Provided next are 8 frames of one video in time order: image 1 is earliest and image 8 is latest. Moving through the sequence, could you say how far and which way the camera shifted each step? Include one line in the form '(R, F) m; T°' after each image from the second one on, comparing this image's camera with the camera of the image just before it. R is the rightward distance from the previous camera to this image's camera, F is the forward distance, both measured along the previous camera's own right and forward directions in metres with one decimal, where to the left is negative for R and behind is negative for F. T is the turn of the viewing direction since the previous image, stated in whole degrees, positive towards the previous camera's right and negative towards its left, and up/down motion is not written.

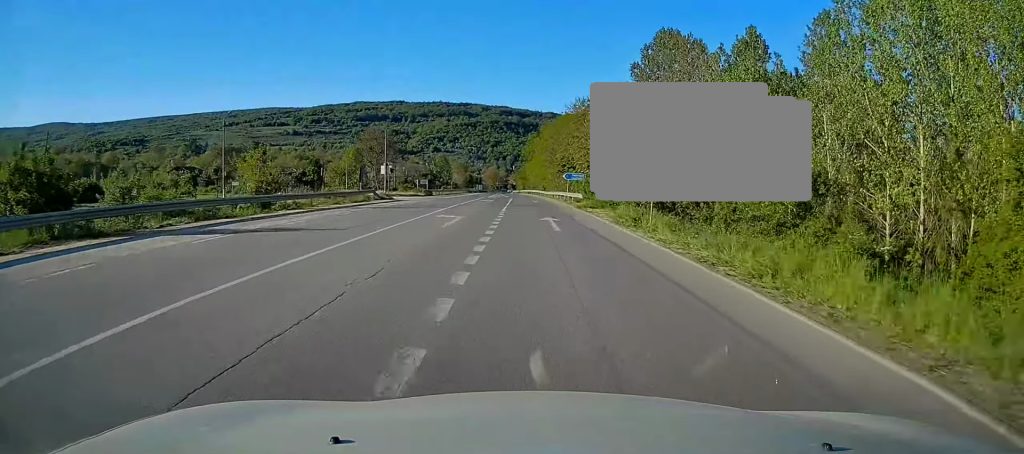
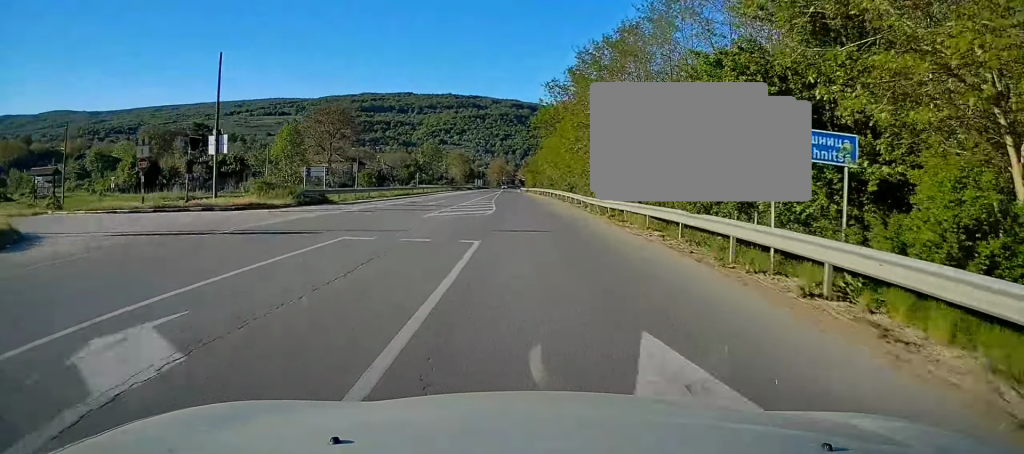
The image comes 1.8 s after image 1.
(-0.1, +46.1) m; 0°
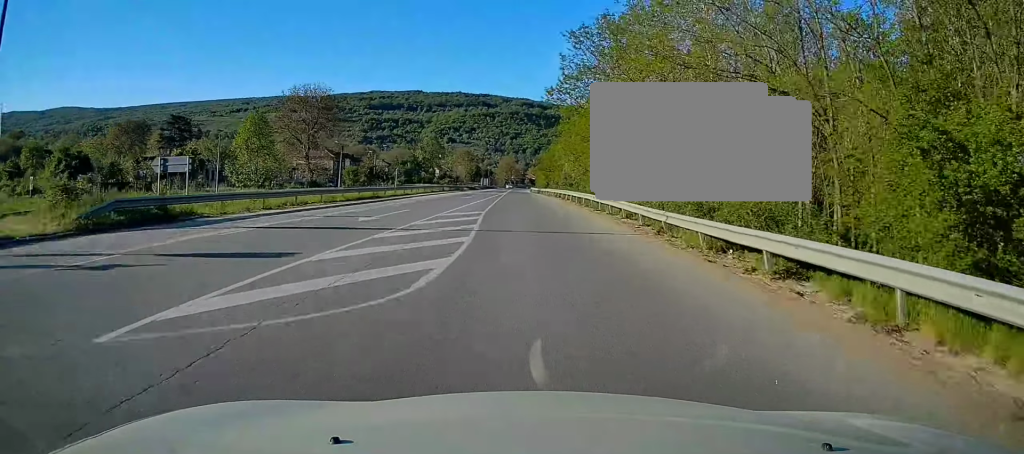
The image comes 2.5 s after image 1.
(0.0, +17.6) m; 0°
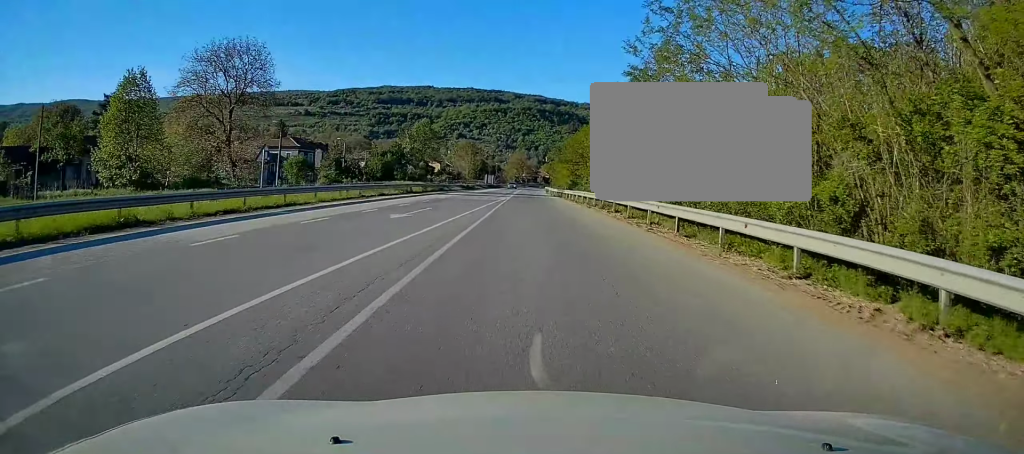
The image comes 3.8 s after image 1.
(-0.4, +33.1) m; -1°
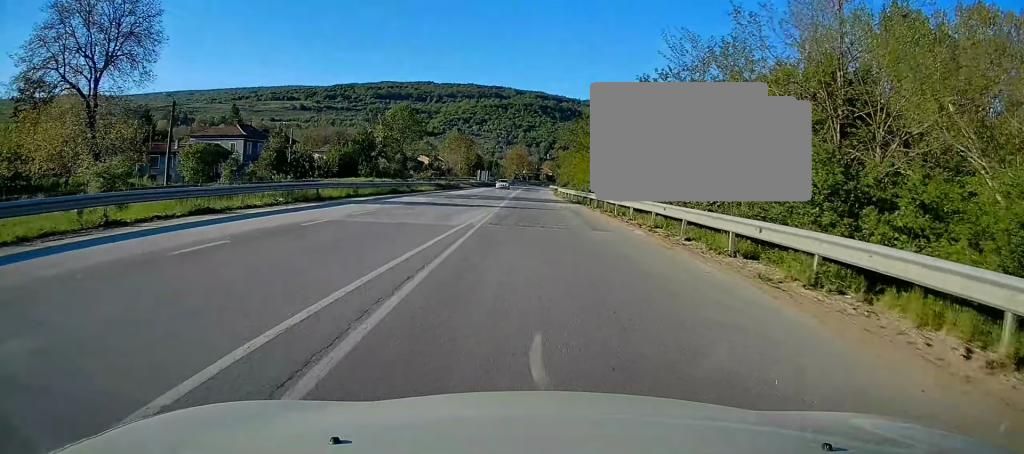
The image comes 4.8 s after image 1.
(-0.2, +25.5) m; -1°
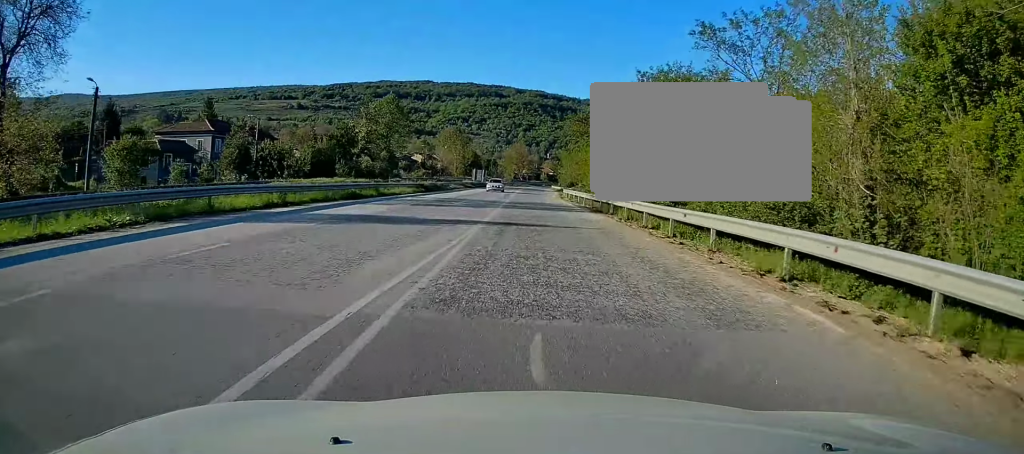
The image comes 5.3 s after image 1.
(-0.1, +11.1) m; 0°
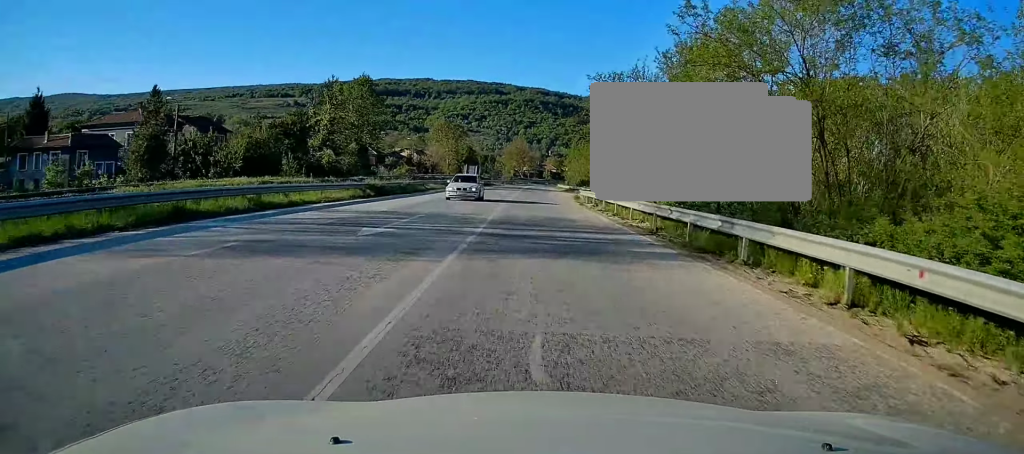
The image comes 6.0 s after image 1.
(+0.1, +18.2) m; 0°
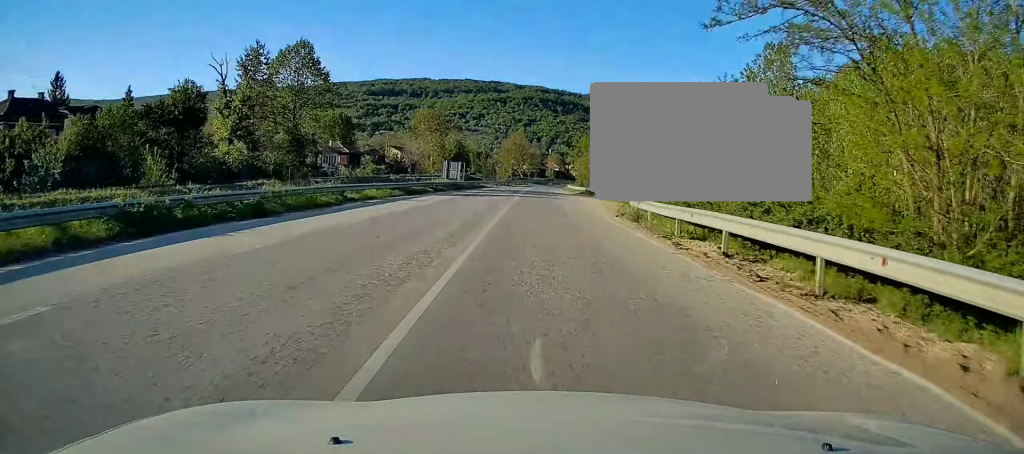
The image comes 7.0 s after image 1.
(-0.1, +23.8) m; 0°
